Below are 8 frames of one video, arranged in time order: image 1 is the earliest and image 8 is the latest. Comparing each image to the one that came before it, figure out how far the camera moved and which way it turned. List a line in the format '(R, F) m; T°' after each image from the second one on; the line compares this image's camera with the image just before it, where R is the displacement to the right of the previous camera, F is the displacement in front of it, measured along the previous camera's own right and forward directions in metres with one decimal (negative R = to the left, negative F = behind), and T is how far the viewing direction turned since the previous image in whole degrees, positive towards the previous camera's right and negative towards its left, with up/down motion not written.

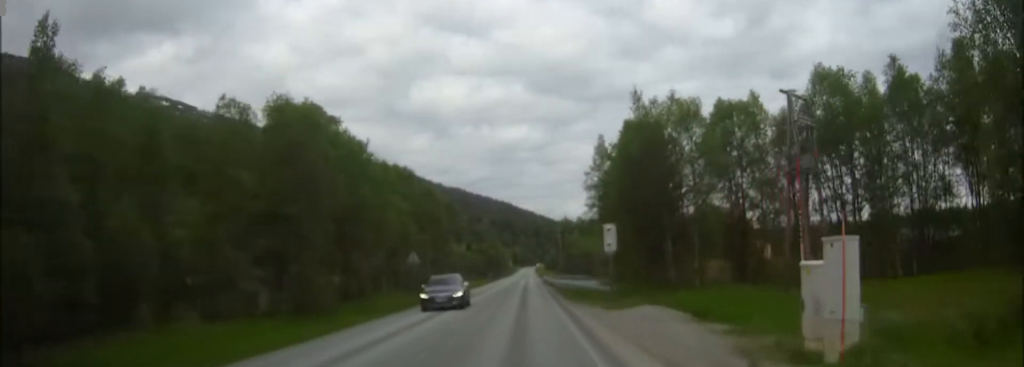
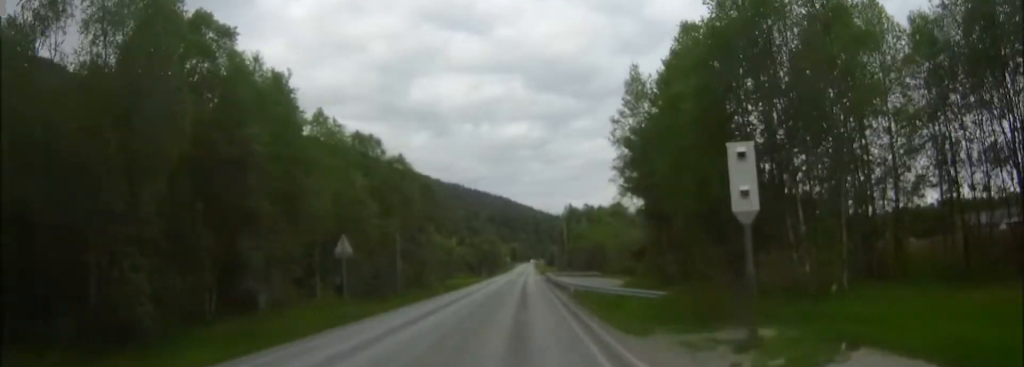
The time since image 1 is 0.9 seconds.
(+0.1, +19.0) m; 0°
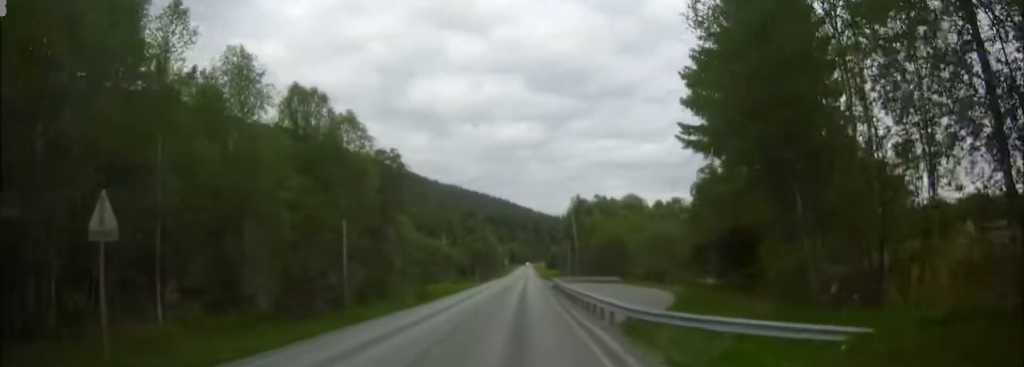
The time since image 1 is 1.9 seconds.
(-0.1, +19.0) m; 0°
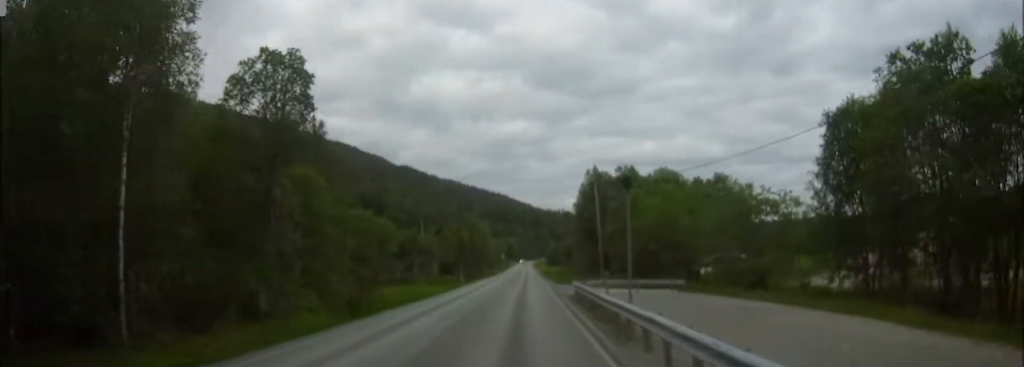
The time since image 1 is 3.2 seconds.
(0.0, +26.6) m; 0°
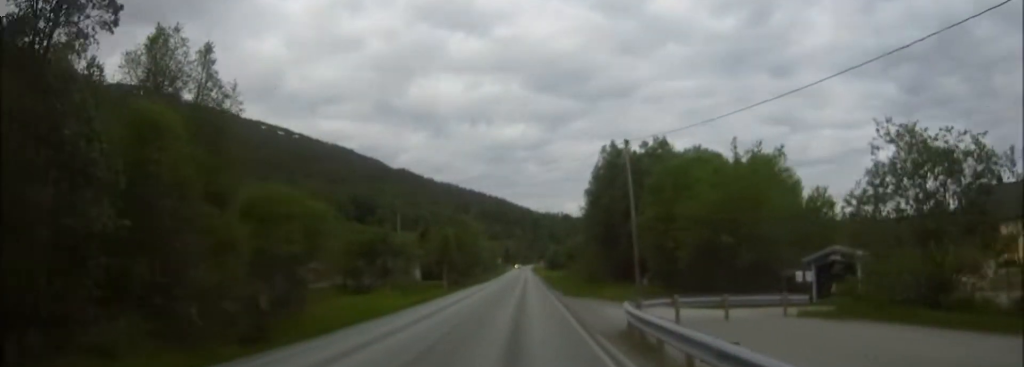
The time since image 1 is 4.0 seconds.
(0.0, +17.8) m; 0°
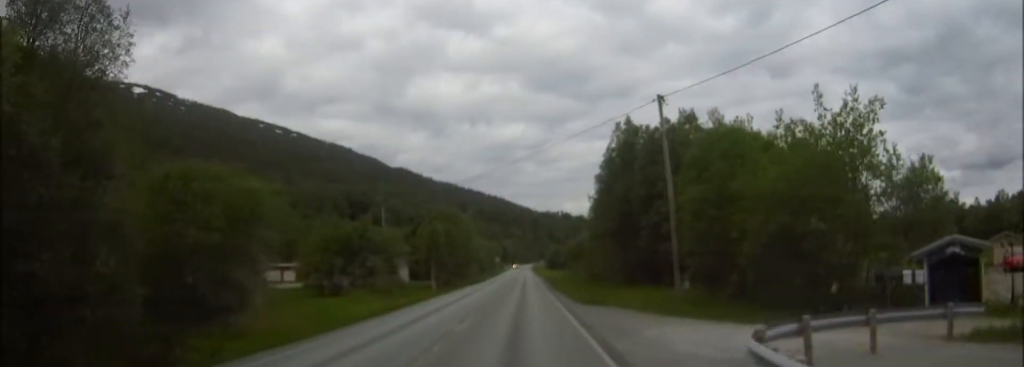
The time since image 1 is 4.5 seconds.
(0.0, +9.6) m; 0°
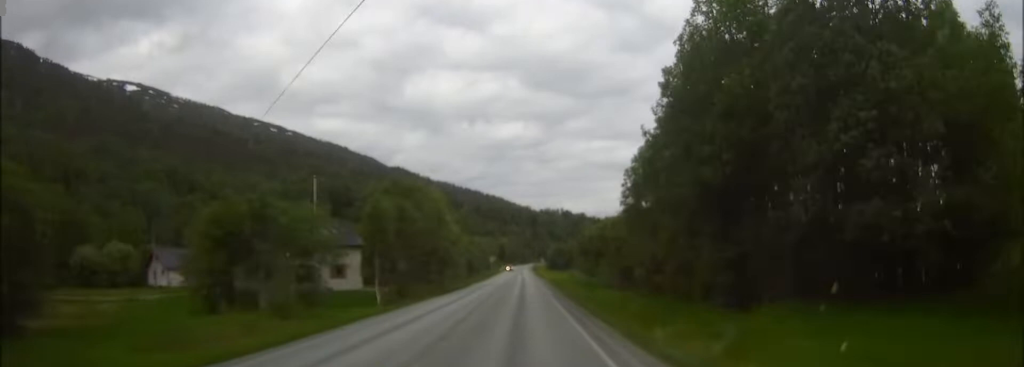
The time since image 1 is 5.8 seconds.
(0.0, +26.0) m; 0°
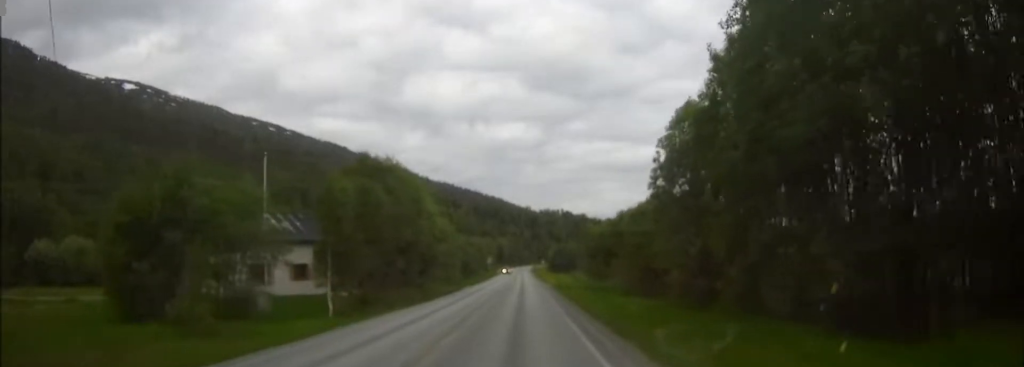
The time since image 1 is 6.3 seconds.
(0.0, +11.0) m; 0°
